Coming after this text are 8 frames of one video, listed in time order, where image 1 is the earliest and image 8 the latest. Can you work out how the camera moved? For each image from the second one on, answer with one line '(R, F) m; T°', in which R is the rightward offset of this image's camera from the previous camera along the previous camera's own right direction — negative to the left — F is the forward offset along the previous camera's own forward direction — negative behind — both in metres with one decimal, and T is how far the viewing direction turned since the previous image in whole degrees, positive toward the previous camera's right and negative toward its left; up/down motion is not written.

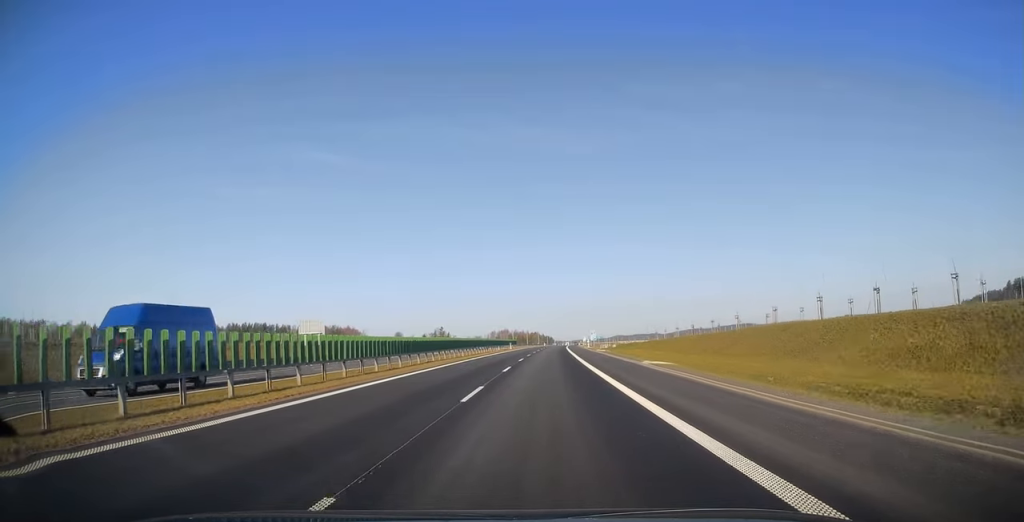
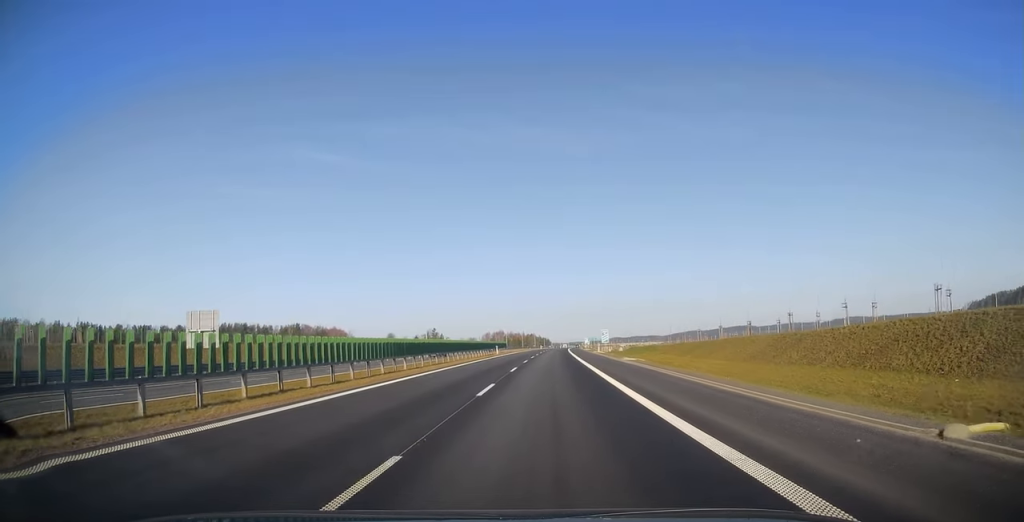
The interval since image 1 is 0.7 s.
(0.0, +22.0) m; 0°
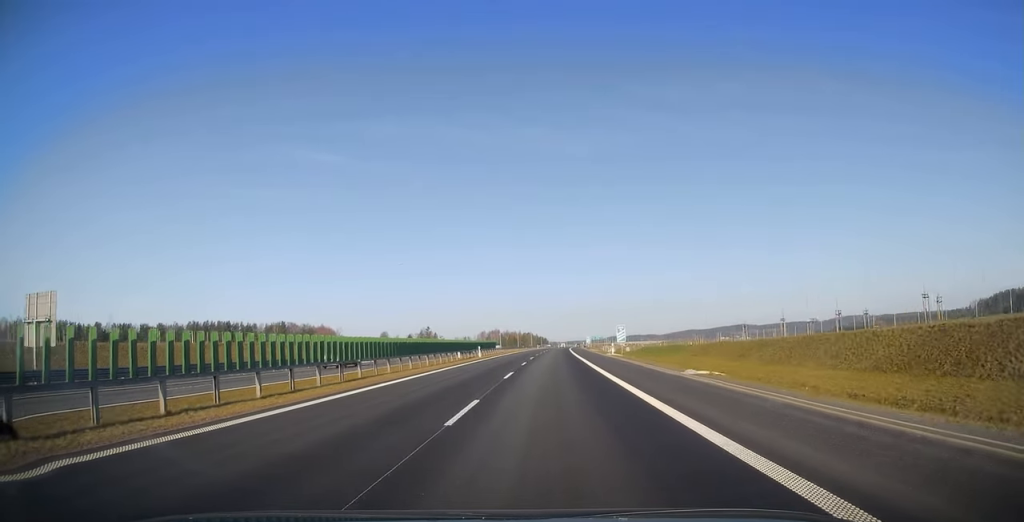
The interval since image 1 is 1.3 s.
(0.0, +17.3) m; 0°
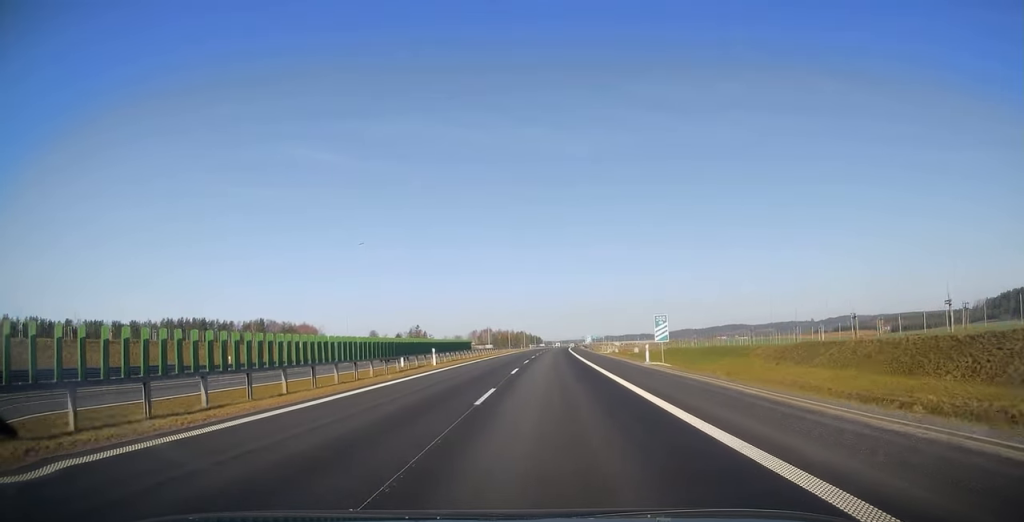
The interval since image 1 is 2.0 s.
(0.0, +20.9) m; 0°
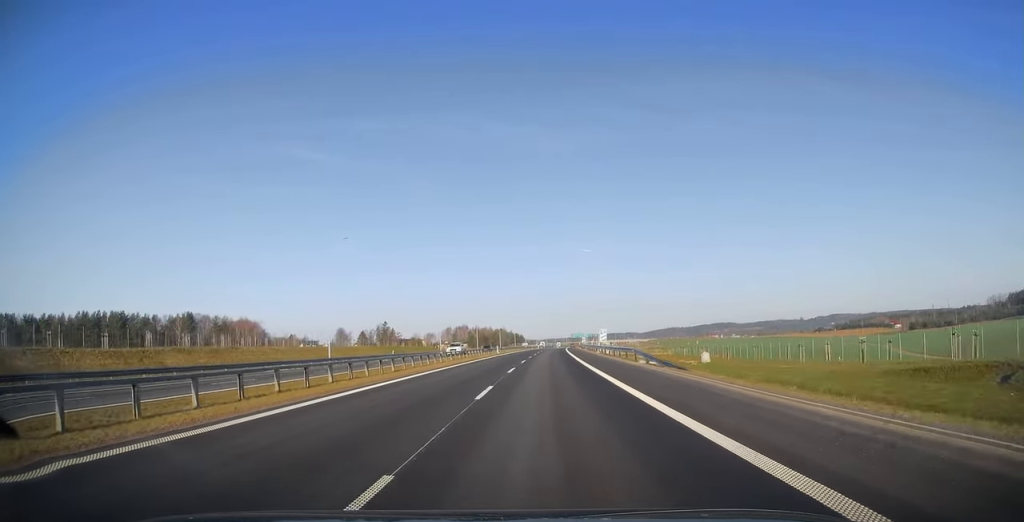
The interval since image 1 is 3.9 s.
(+1.2, +58.5) m; +2°
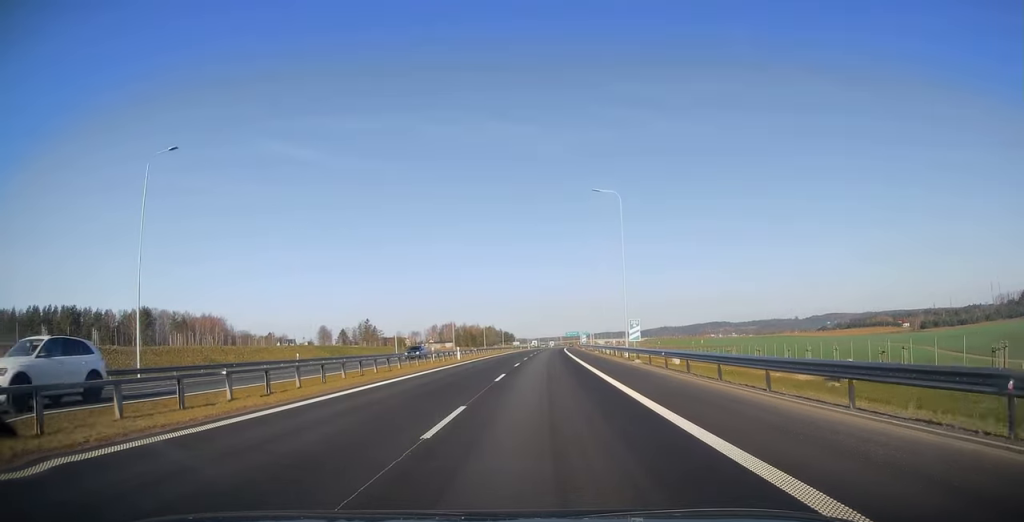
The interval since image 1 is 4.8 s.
(+0.2, +29.5) m; 0°
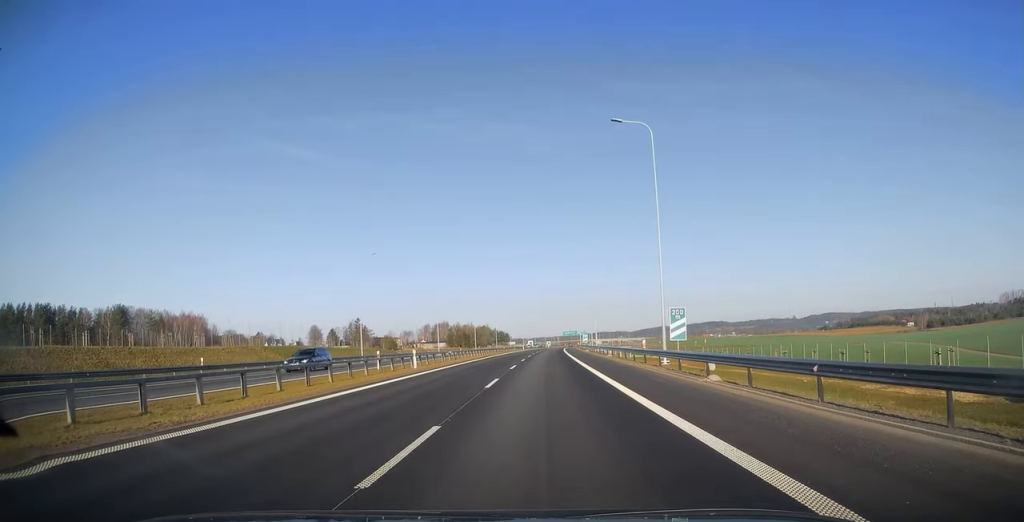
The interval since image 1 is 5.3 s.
(-0.3, +14.8) m; 0°
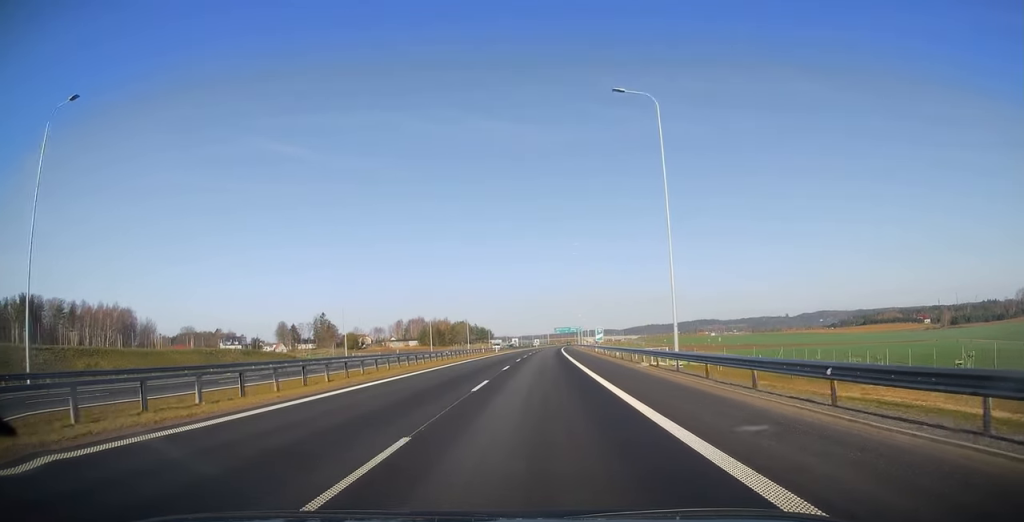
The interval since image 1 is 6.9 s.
(+0.9, +48.9) m; +1°
